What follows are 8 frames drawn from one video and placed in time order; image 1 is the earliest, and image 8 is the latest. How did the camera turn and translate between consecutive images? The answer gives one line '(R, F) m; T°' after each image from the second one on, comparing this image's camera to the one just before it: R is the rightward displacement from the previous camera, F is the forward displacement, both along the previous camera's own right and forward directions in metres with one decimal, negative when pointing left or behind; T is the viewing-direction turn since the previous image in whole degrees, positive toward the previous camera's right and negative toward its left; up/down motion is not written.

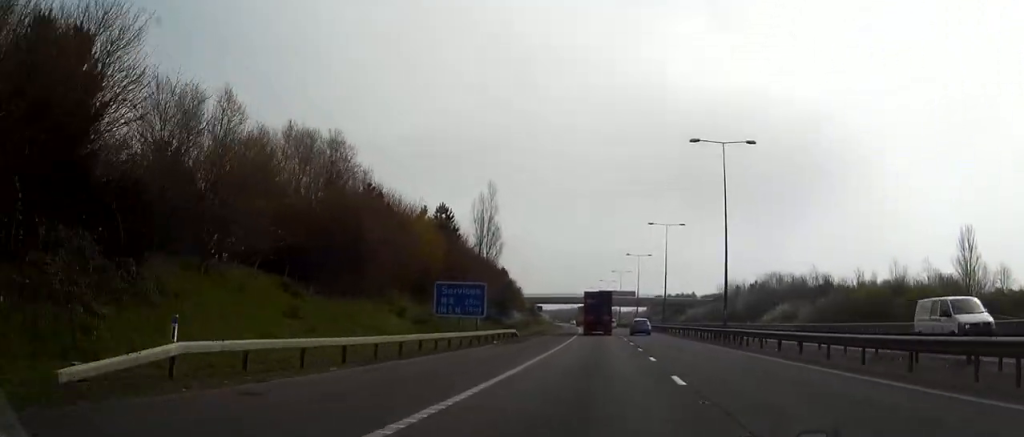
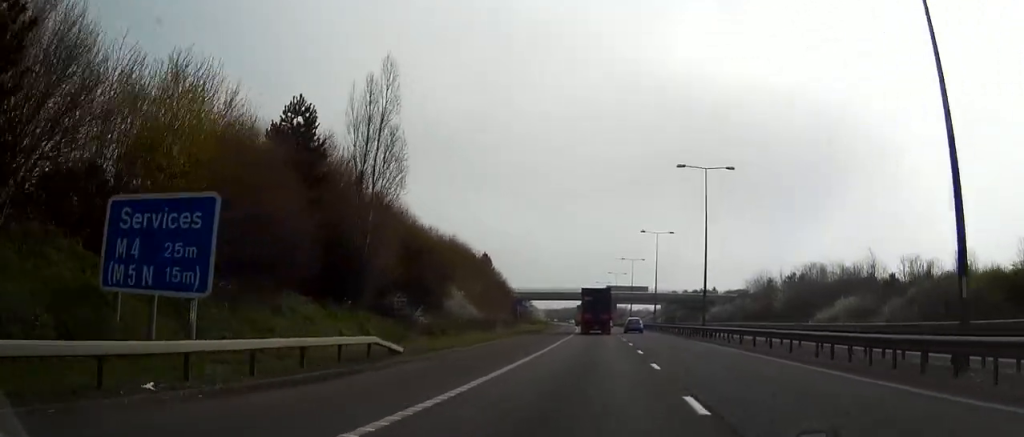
(-0.1, +31.6) m; -1°
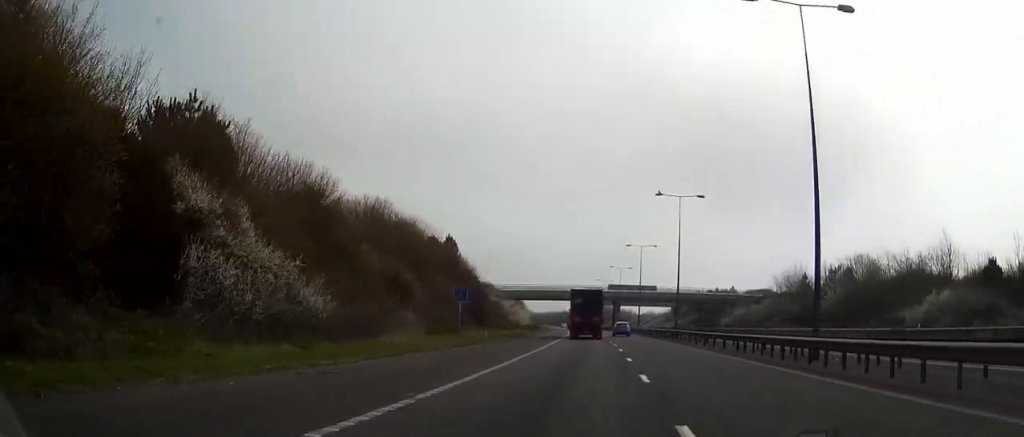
(-0.2, +28.6) m; -1°
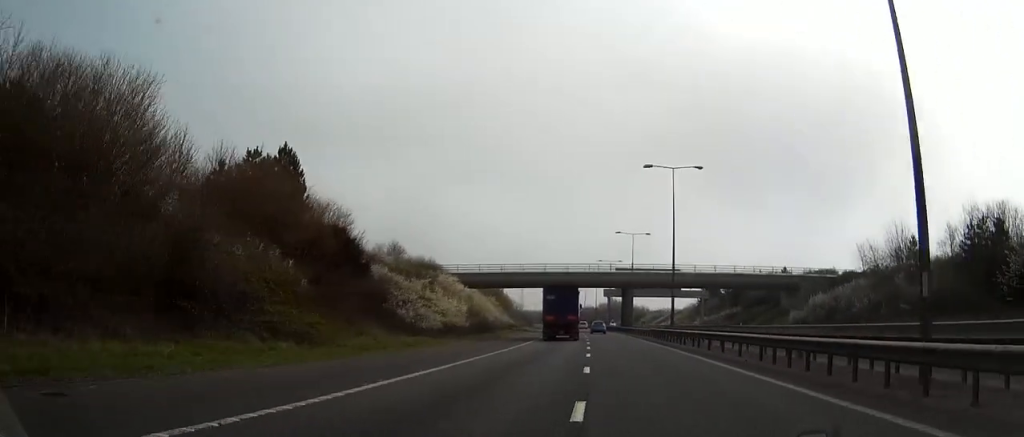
(-0.4, +50.3) m; -1°
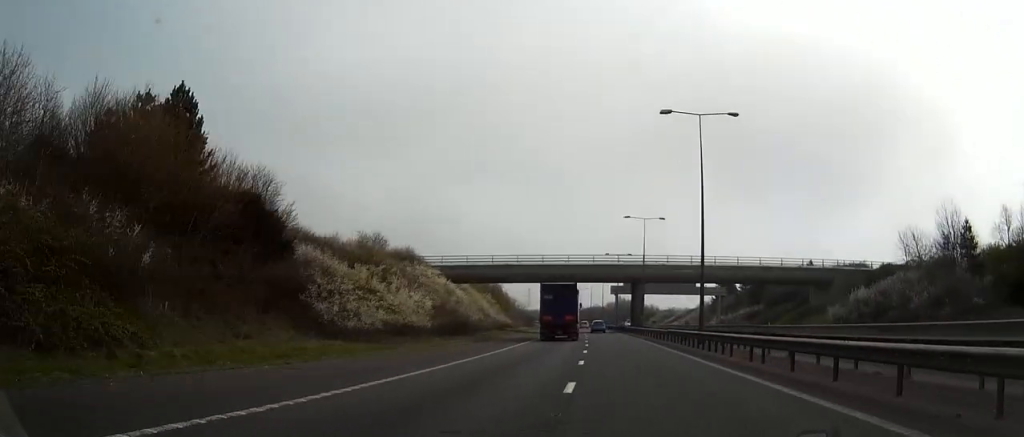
(0.0, +13.6) m; 0°
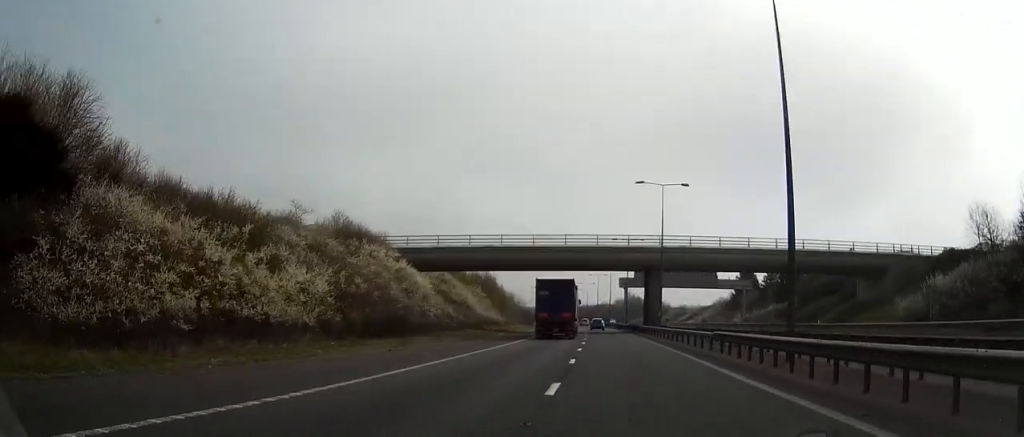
(-0.1, +18.1) m; -1°
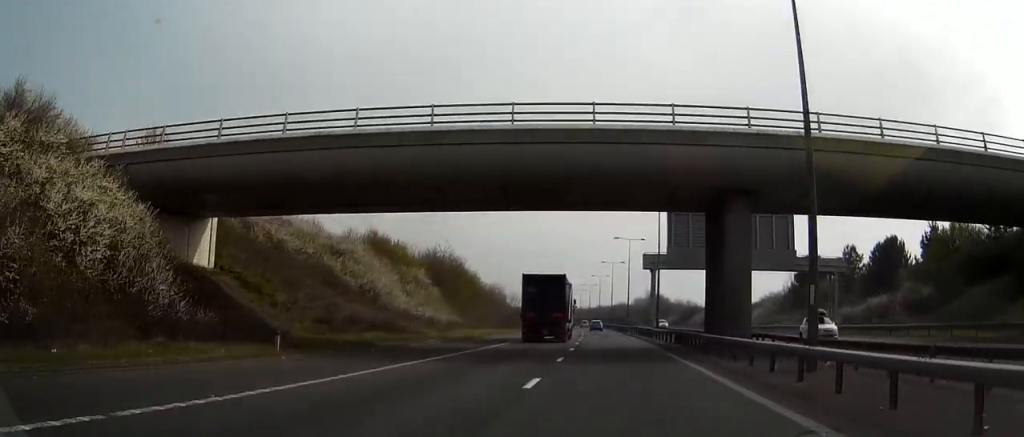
(-0.6, +42.7) m; -2°
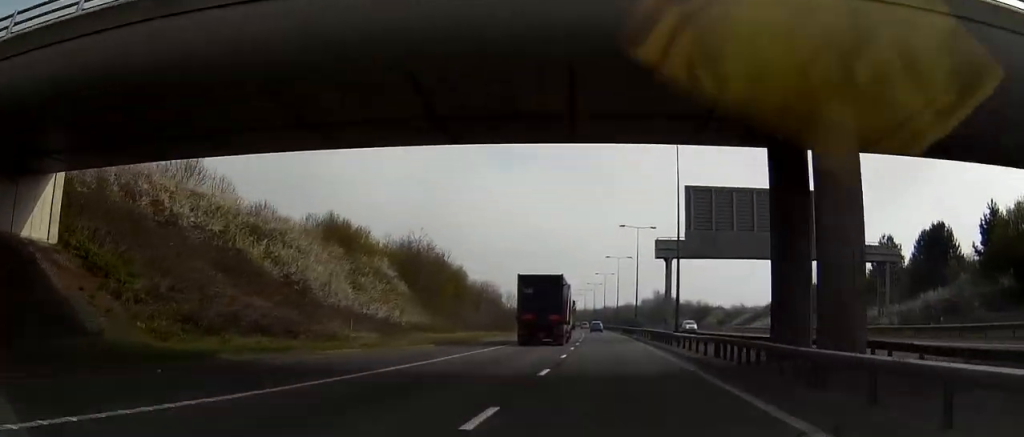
(-0.1, +13.9) m; 0°
